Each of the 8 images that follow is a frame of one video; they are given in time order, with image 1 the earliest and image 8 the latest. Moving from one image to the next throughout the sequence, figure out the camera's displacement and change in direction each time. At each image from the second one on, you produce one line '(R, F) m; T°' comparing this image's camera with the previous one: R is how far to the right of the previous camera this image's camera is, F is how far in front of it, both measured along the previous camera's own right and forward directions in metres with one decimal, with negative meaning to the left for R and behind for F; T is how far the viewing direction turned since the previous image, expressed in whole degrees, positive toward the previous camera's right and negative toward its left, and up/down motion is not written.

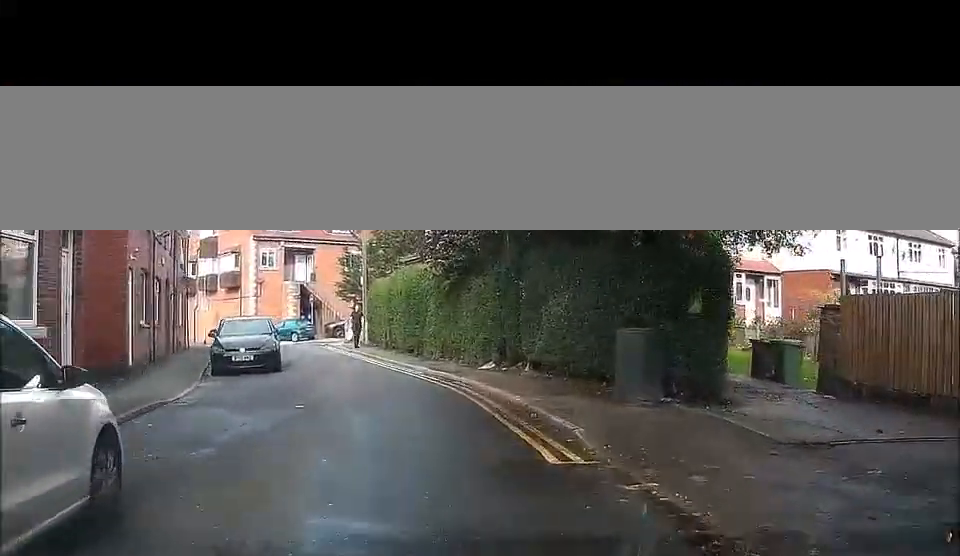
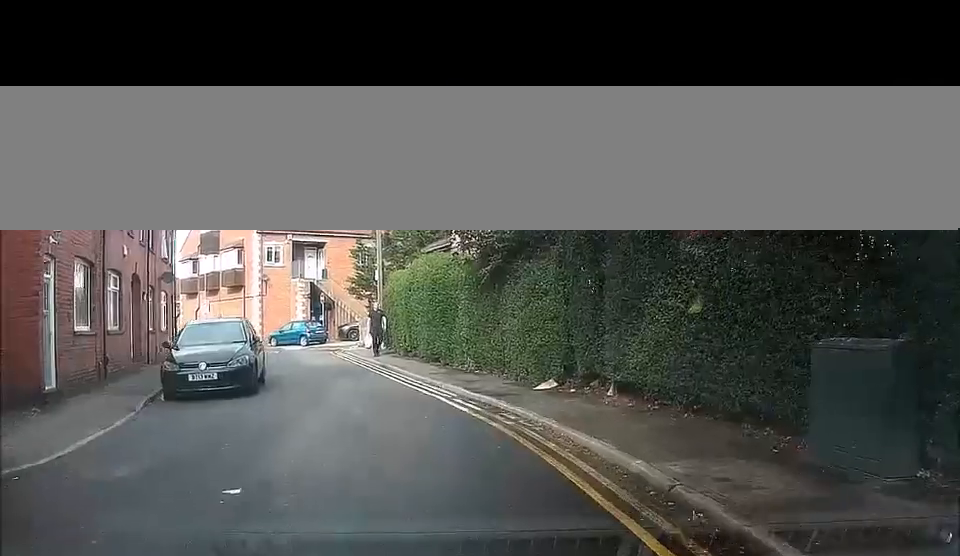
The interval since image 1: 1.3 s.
(-0.3, +7.4) m; -5°
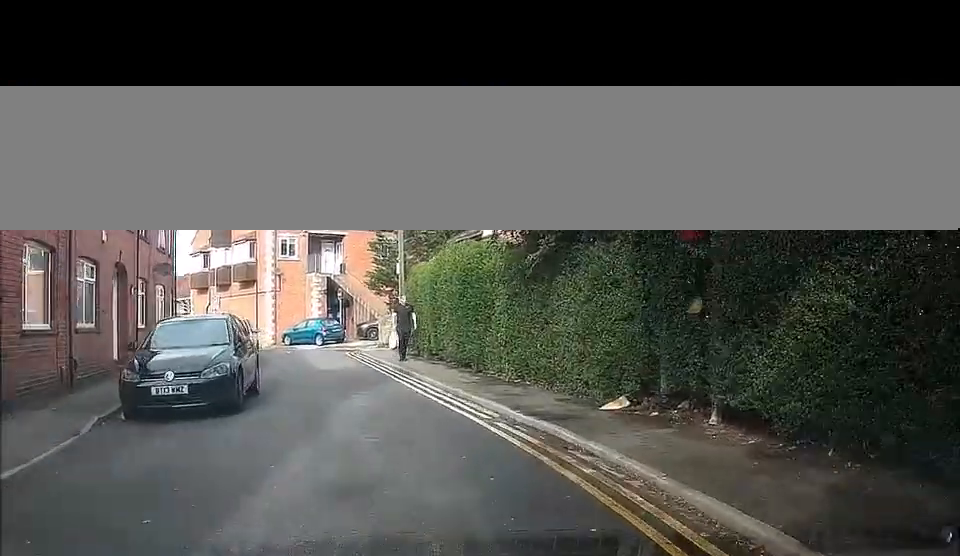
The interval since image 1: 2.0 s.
(-0.2, +4.1) m; -4°
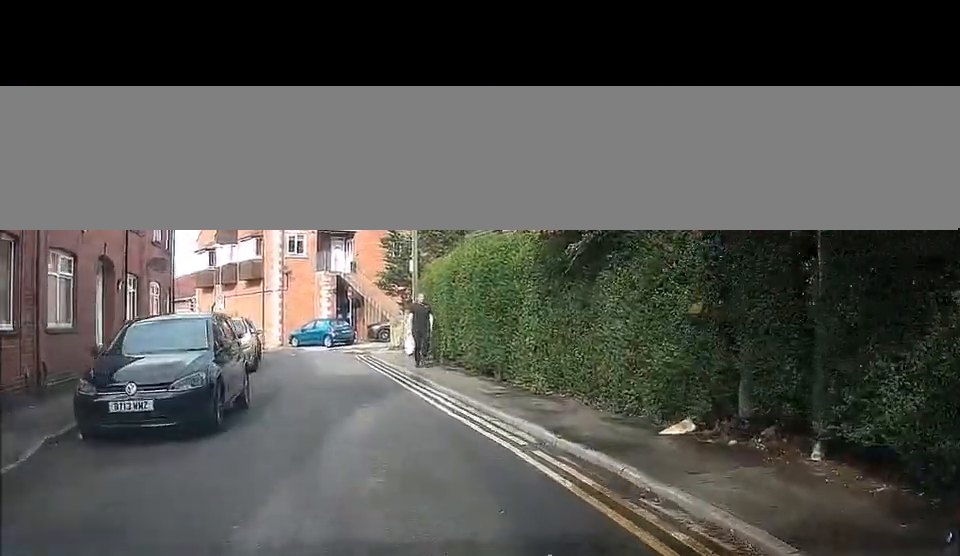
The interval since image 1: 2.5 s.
(0.0, +2.8) m; -3°
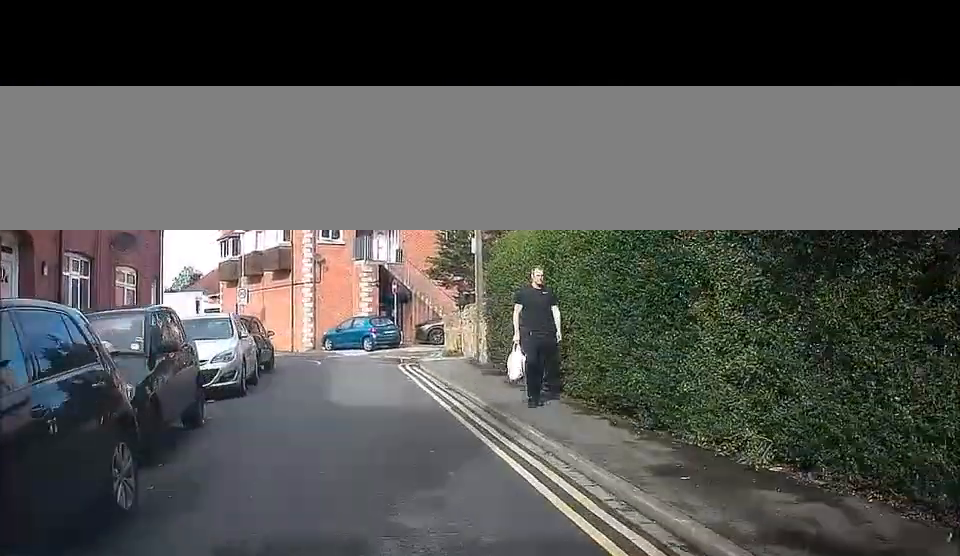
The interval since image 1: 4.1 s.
(-0.9, +8.4) m; -6°
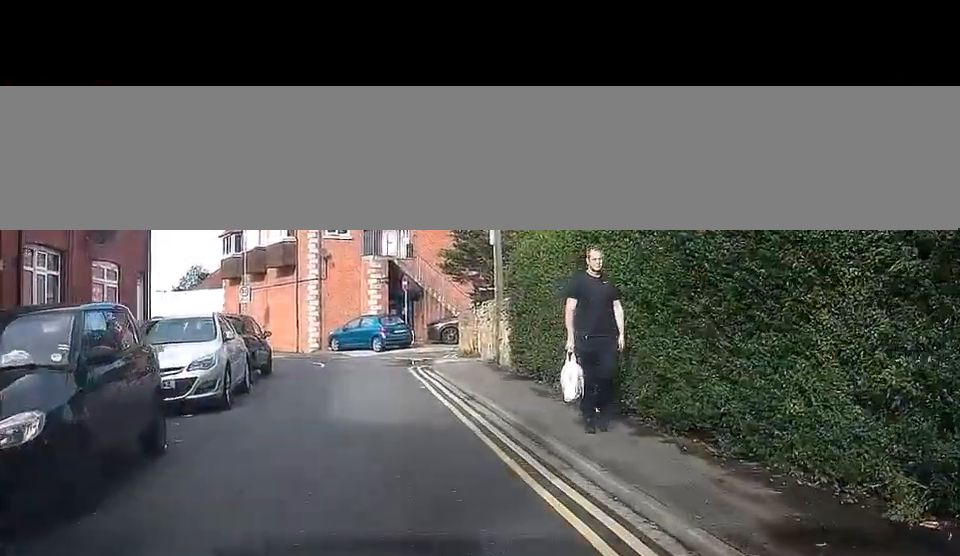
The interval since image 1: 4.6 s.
(0.0, +2.0) m; +1°
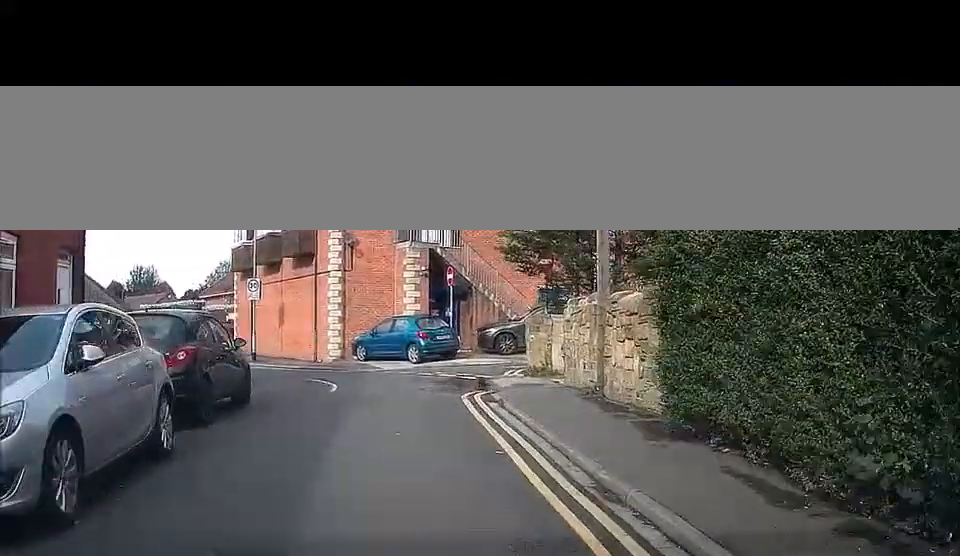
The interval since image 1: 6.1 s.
(+0.2, +5.3) m; -1°
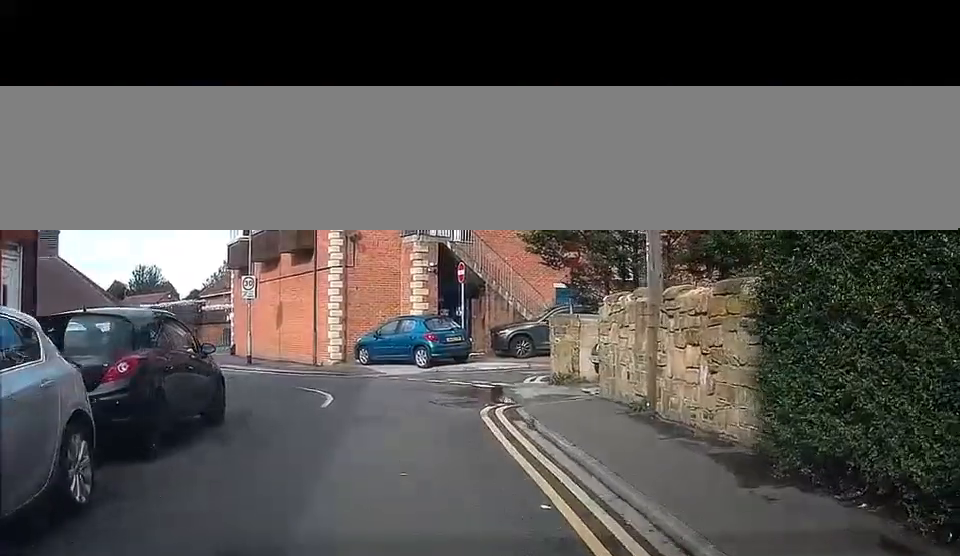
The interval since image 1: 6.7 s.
(0.0, +2.2) m; 0°
